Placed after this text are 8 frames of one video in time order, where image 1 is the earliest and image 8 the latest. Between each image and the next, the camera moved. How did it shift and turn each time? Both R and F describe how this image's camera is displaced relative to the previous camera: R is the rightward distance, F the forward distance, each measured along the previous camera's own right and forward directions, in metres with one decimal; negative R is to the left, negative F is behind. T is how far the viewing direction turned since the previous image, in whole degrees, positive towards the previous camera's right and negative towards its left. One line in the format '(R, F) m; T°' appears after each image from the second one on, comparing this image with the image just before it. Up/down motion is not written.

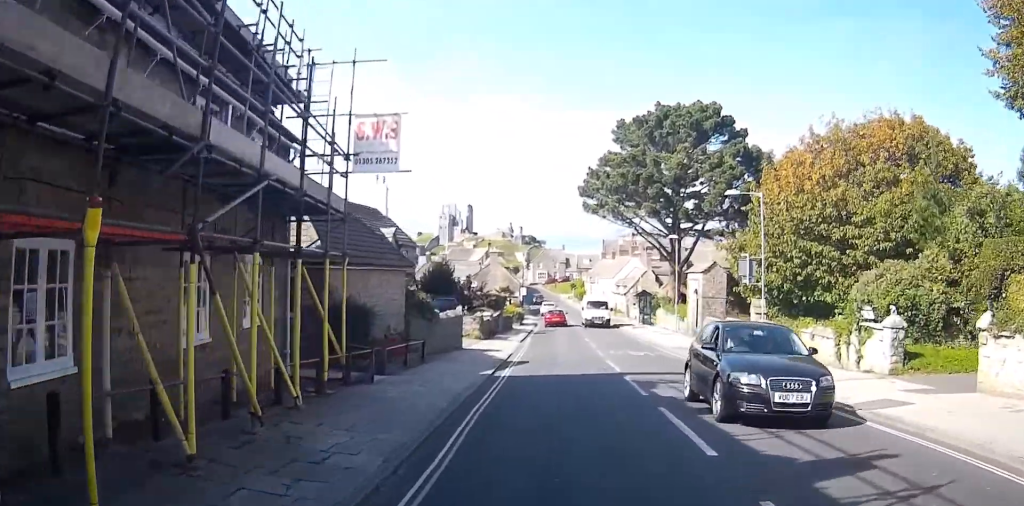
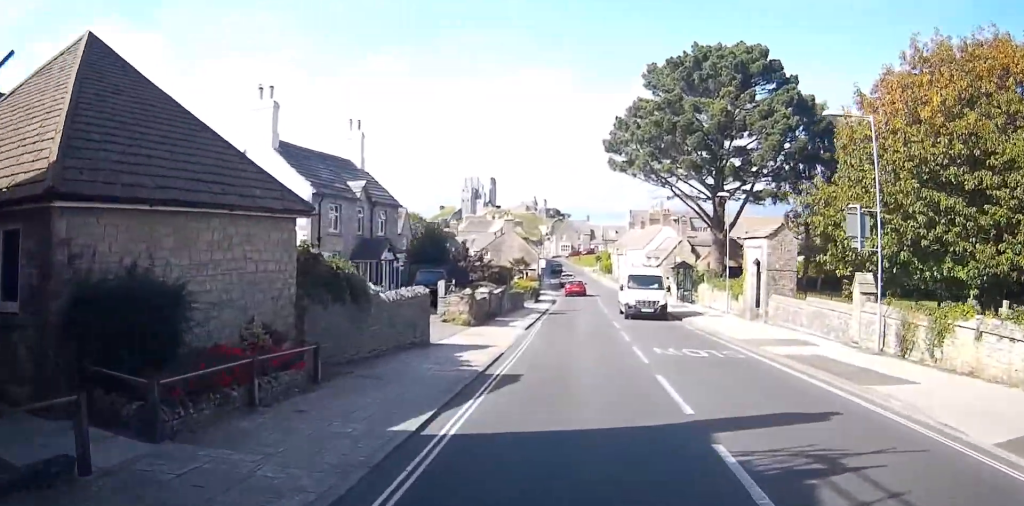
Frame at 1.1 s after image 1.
(-0.1, +9.7) m; -2°
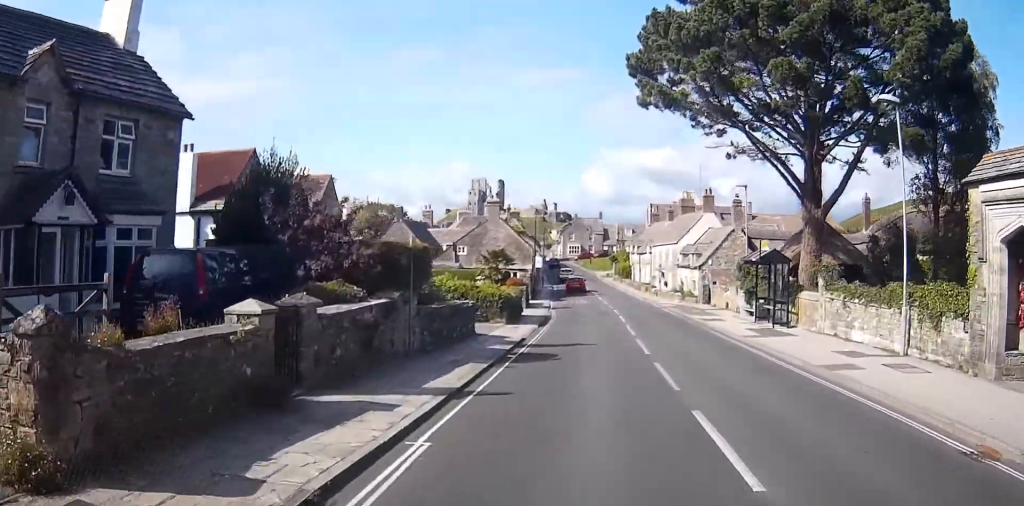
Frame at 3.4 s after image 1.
(-0.3, +20.7) m; -1°
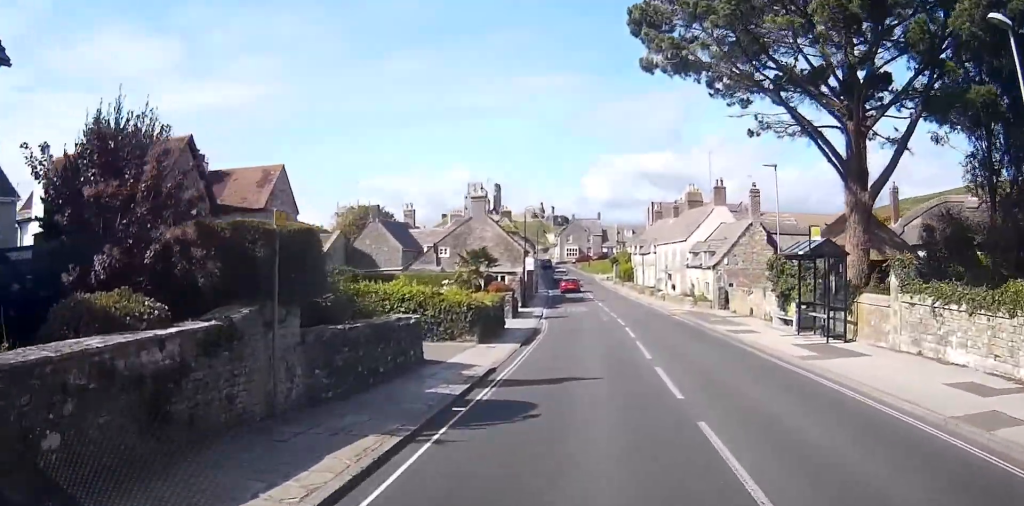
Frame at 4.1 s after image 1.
(0.0, +6.2) m; 0°
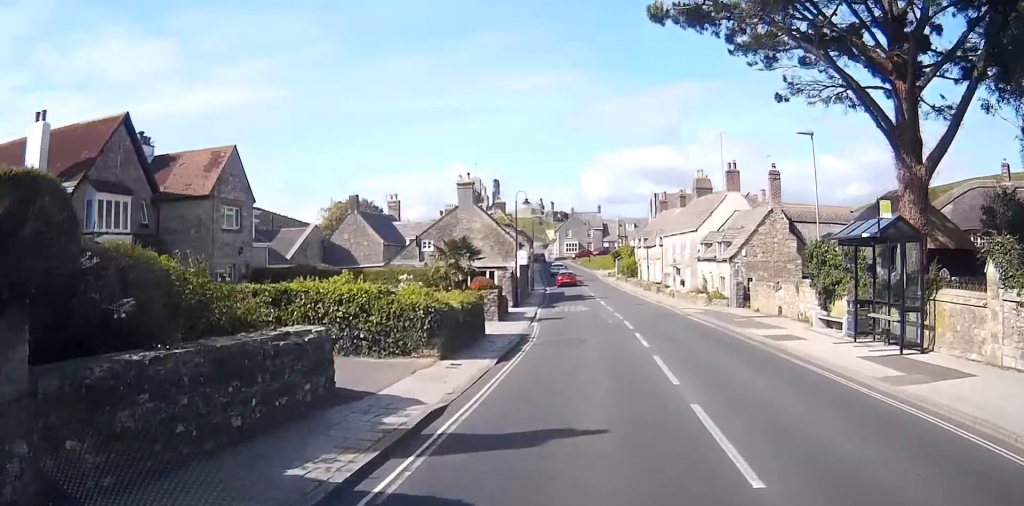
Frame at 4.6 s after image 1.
(0.0, +5.0) m; 0°
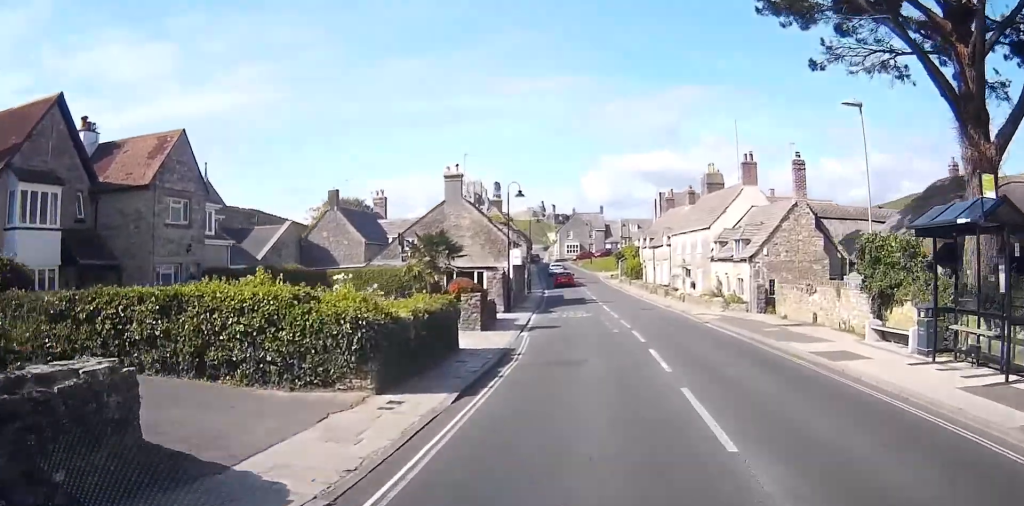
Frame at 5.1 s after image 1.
(0.0, +4.6) m; 0°
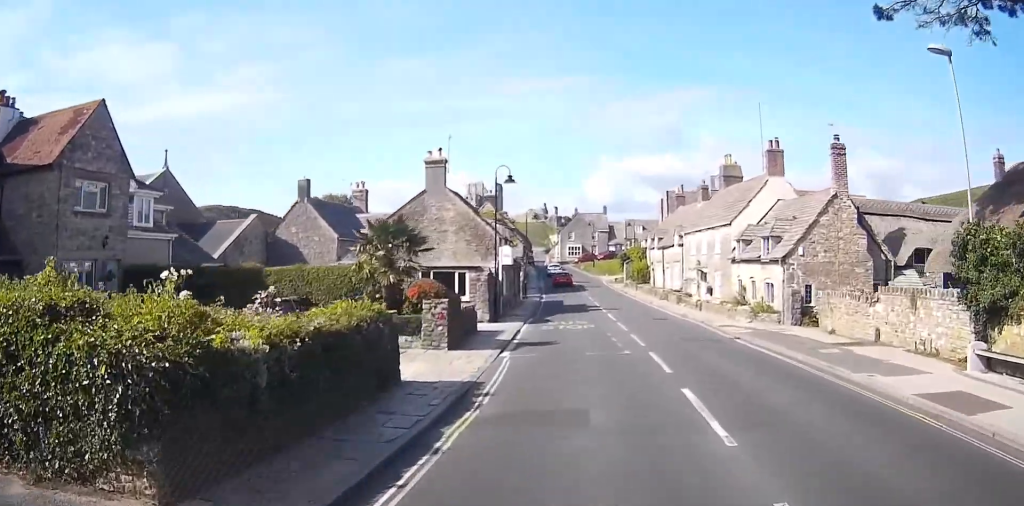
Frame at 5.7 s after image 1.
(0.0, +5.6) m; 0°
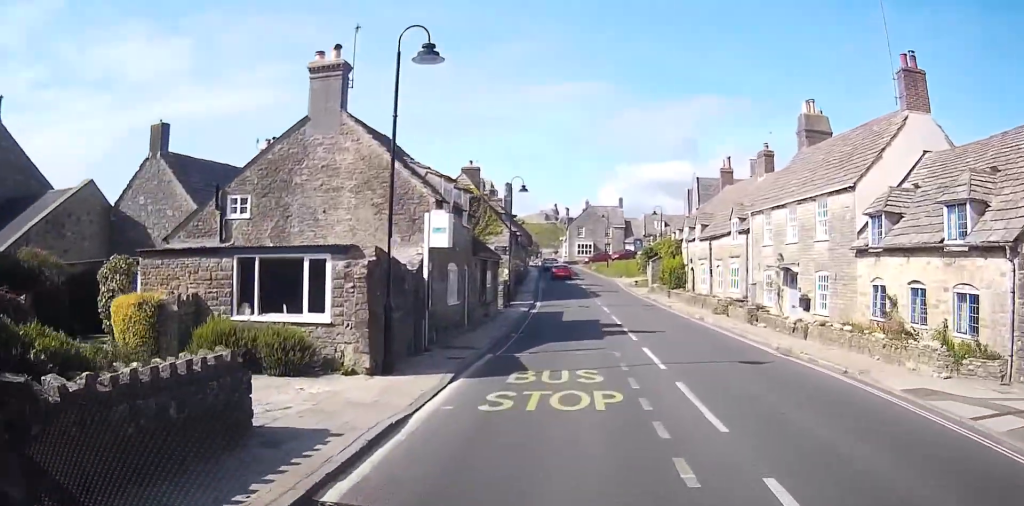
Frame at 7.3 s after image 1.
(0.0, +16.7) m; 0°
